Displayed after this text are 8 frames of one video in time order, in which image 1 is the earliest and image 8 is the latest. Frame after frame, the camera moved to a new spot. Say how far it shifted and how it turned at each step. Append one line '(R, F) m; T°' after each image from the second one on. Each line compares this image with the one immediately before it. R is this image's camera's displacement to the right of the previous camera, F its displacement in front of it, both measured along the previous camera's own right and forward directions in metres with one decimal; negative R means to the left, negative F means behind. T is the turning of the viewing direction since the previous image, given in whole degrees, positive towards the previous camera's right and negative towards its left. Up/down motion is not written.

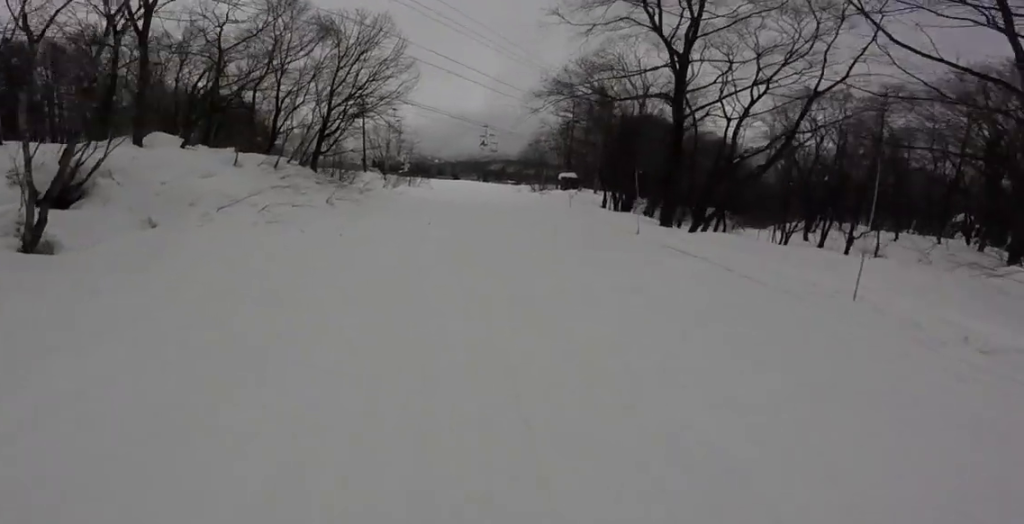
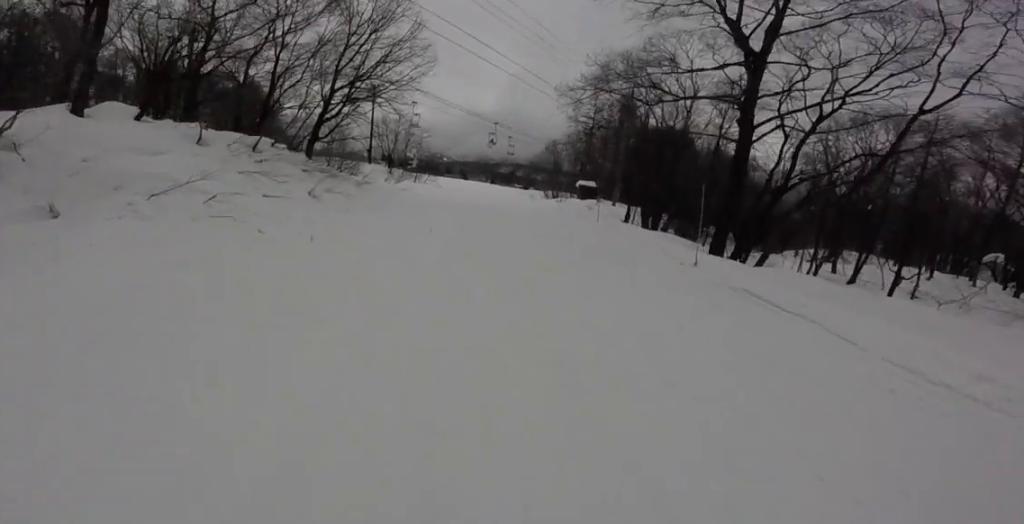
(-0.1, +2.9) m; -1°
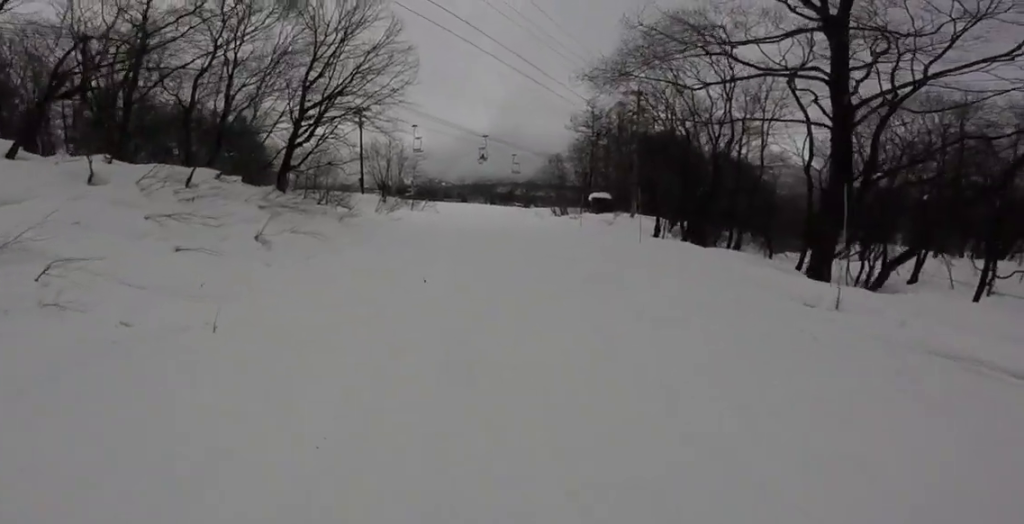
(0.0, +3.7) m; -1°
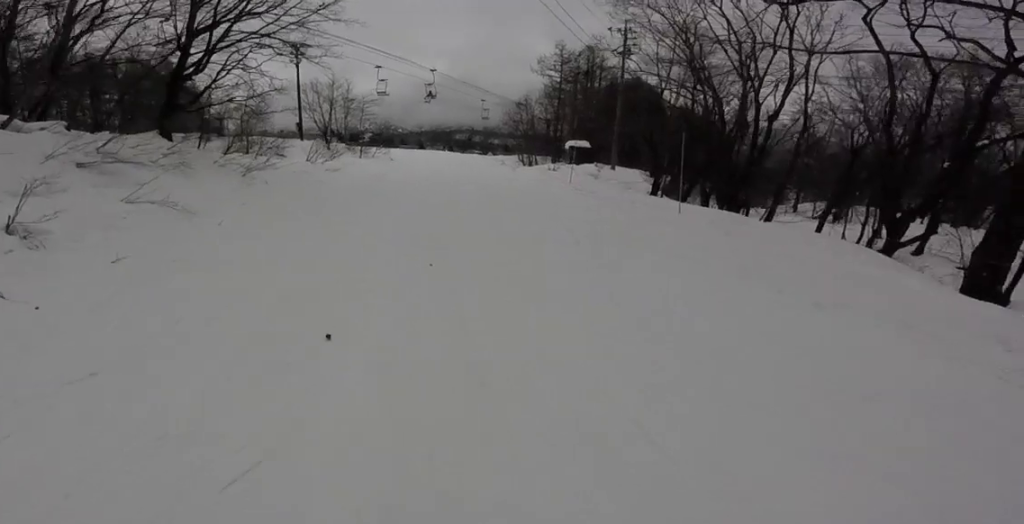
(0.0, +4.3) m; 0°
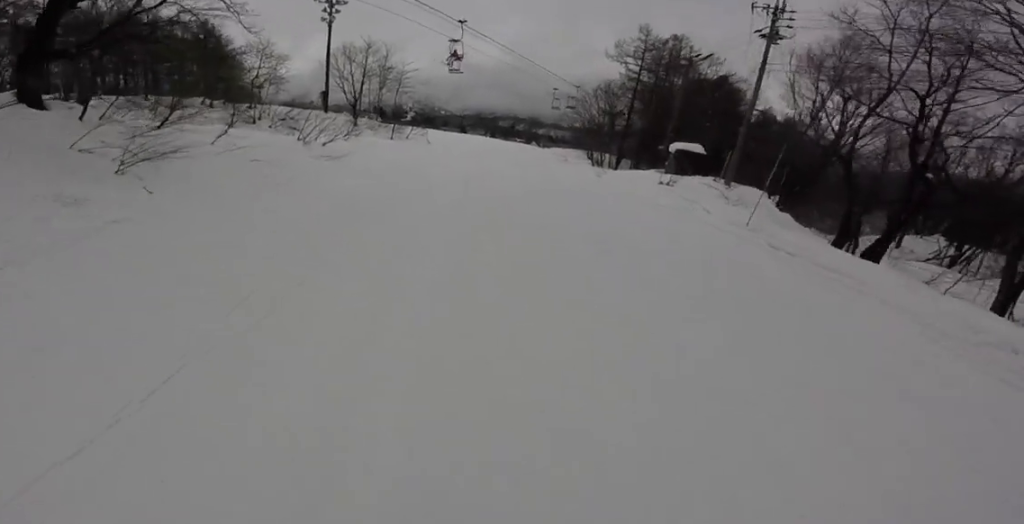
(+0.1, +6.5) m; +4°
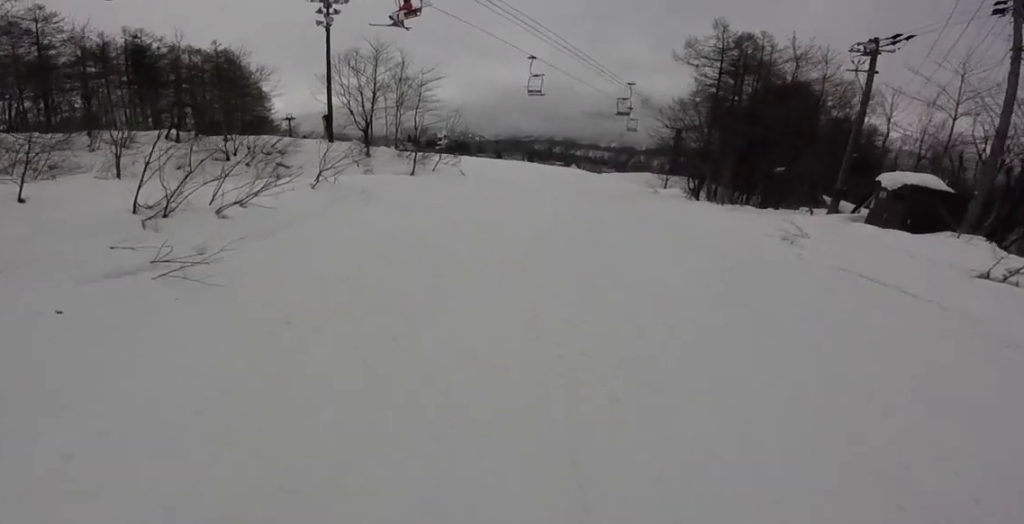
(+0.3, +7.3) m; +5°
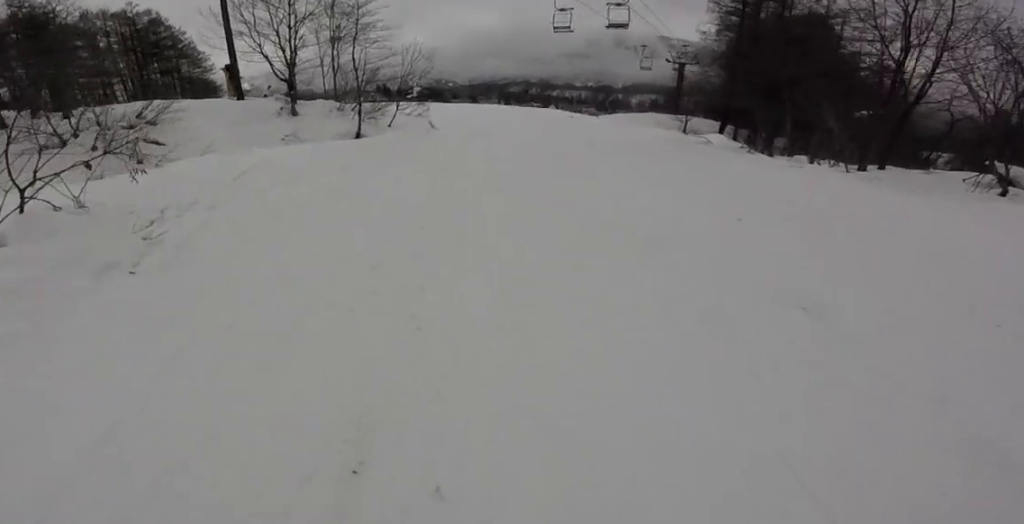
(+0.4, +5.5) m; +8°
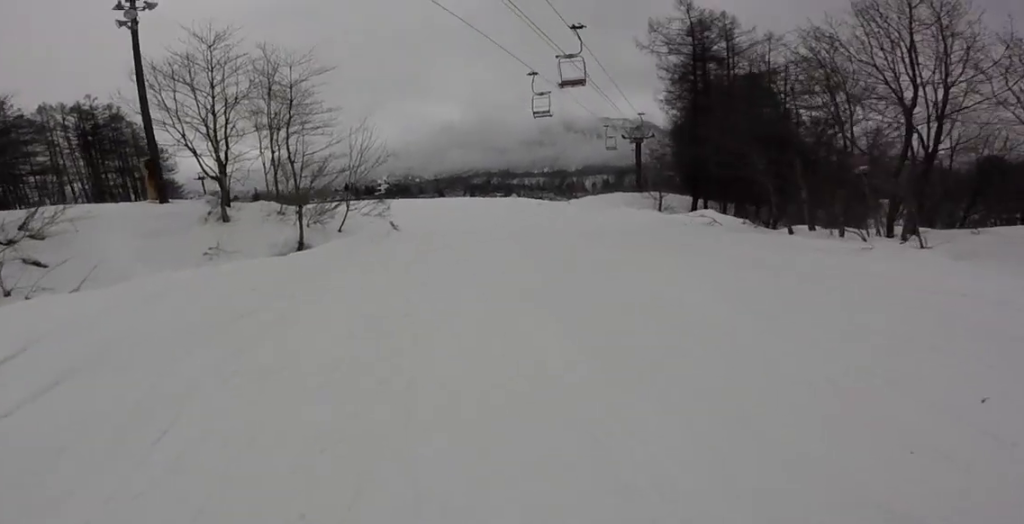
(0.0, +2.8) m; 0°
